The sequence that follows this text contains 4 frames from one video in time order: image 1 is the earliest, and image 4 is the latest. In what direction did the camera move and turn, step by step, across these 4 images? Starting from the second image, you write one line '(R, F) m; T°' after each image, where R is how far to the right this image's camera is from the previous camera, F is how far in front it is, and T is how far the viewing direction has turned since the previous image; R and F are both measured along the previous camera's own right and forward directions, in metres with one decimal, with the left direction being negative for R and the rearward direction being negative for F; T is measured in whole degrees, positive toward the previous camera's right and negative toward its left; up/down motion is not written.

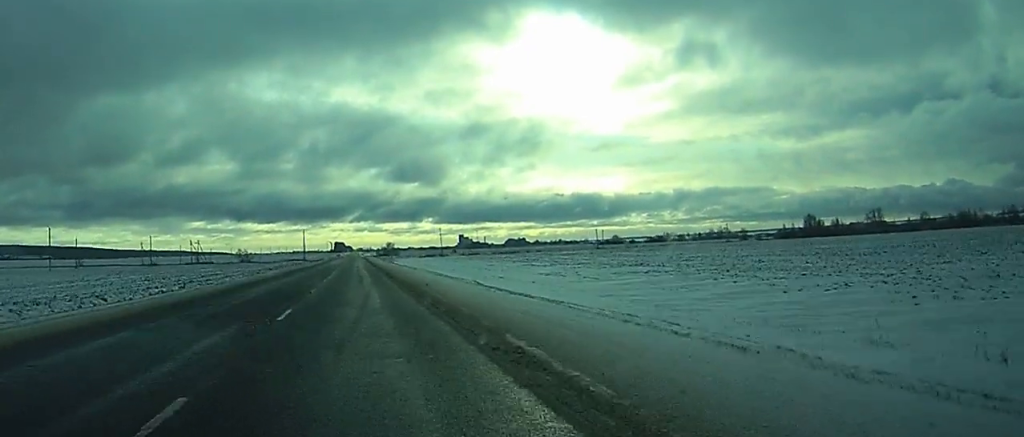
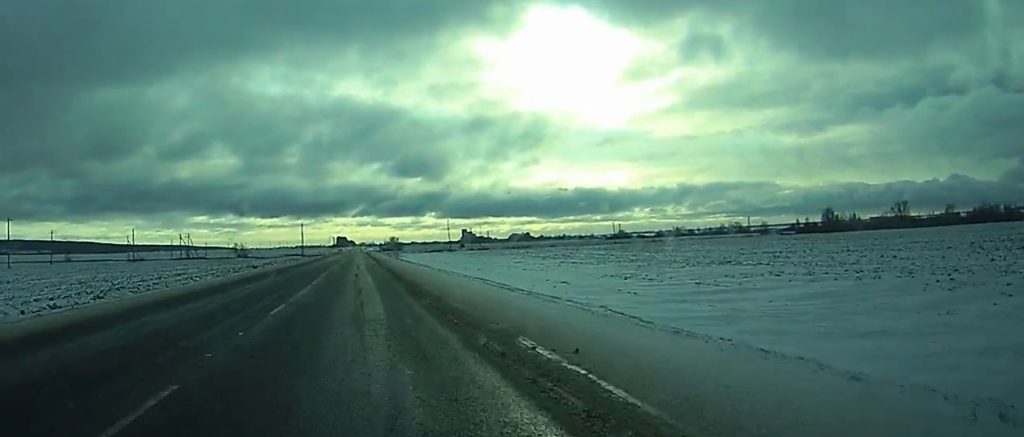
(0.0, +23.2) m; 0°
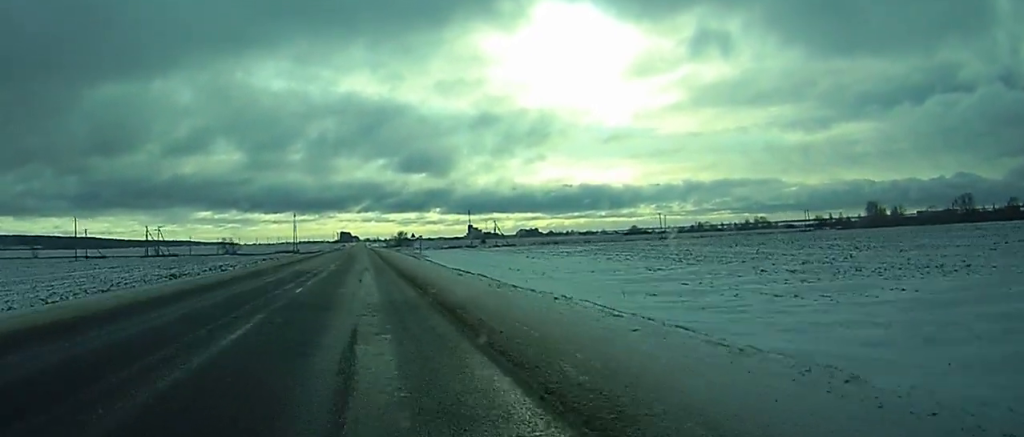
(+0.1, +53.4) m; 0°
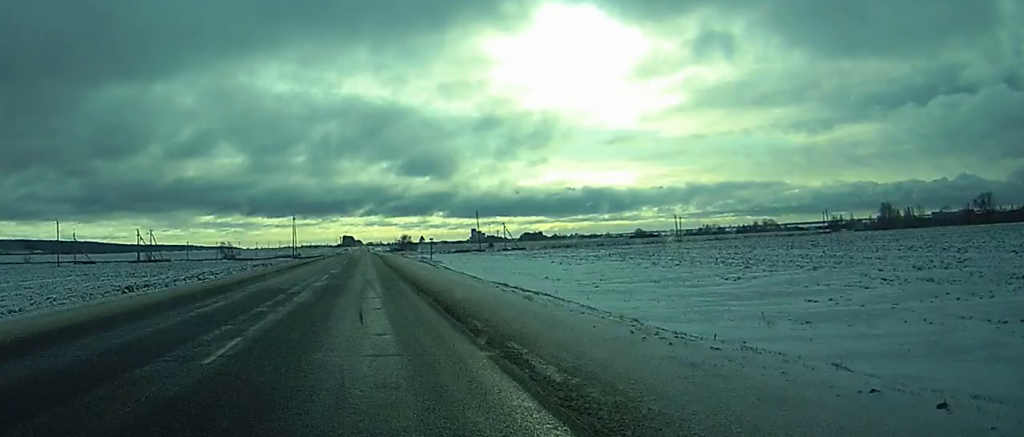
(0.0, +13.3) m; 0°
